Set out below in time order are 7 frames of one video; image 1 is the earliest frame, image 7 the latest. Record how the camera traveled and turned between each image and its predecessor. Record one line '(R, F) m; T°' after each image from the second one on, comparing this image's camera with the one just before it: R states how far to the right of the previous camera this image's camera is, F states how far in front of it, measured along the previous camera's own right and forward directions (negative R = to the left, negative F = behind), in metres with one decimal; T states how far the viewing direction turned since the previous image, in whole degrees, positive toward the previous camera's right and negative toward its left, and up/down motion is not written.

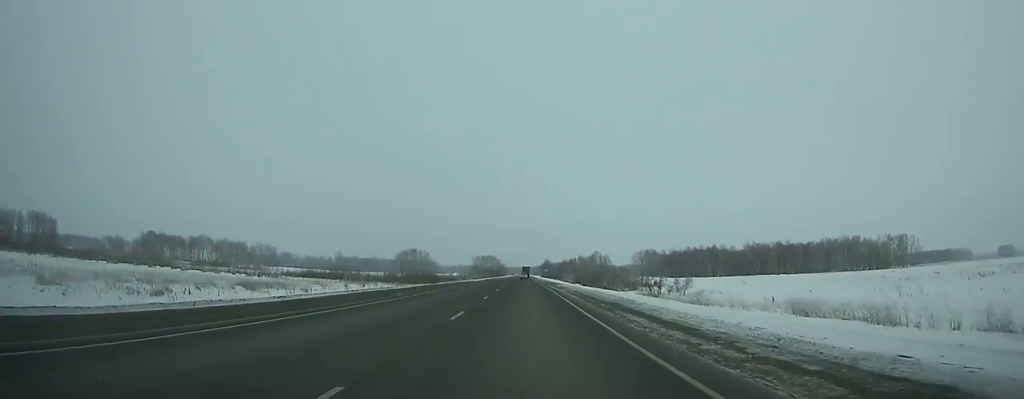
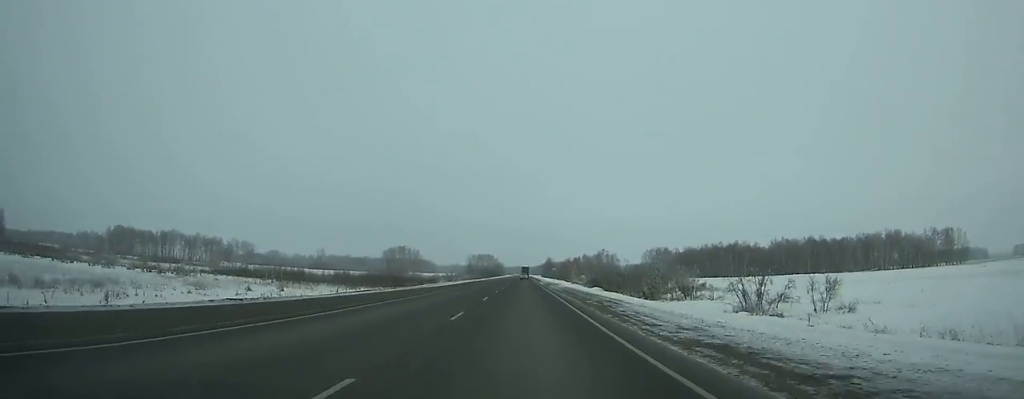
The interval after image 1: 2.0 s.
(-0.1, +48.5) m; 0°
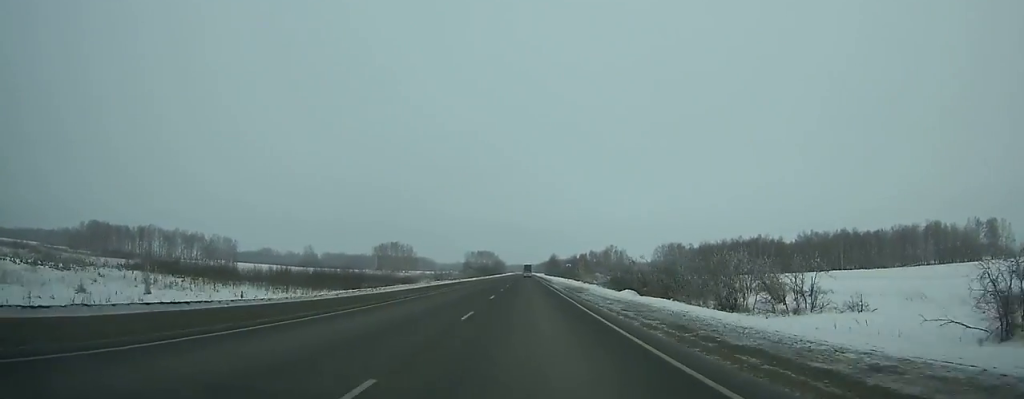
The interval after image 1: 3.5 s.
(-0.1, +36.0) m; 0°
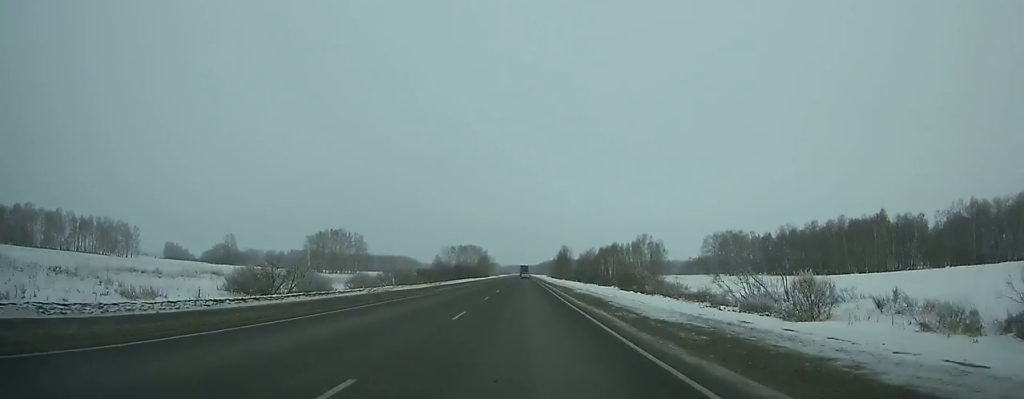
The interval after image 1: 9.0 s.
(+0.9, +130.8) m; 0°
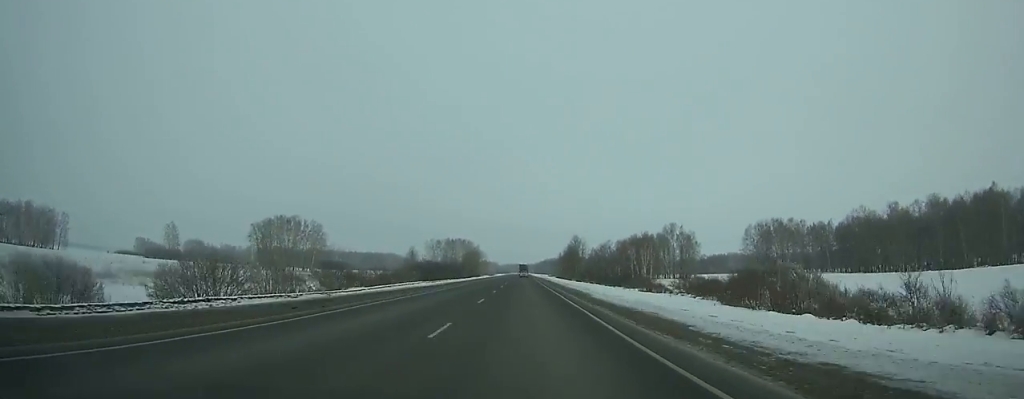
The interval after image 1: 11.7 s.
(0.0, +64.2) m; 0°
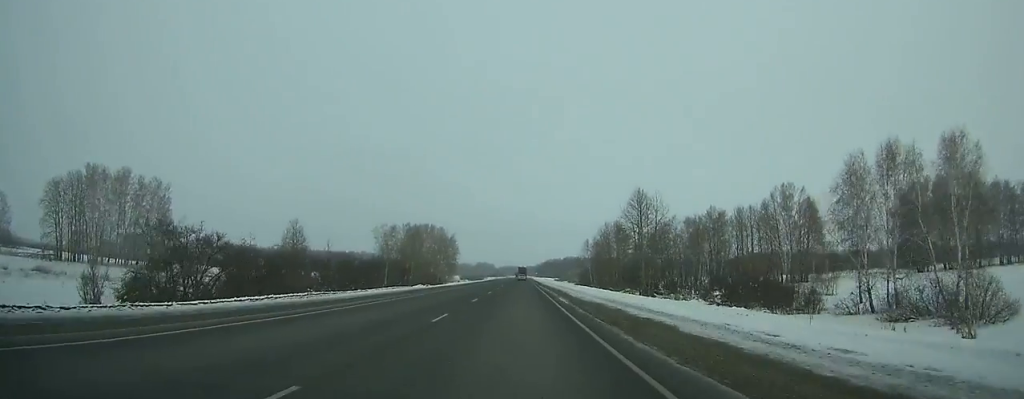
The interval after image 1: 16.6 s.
(+0.3, +116.2) m; 0°
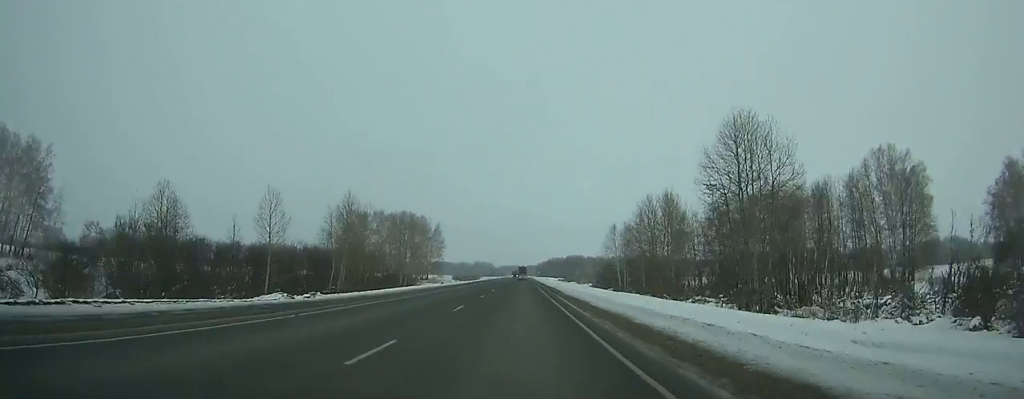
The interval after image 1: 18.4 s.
(0.0, +42.4) m; 0°
